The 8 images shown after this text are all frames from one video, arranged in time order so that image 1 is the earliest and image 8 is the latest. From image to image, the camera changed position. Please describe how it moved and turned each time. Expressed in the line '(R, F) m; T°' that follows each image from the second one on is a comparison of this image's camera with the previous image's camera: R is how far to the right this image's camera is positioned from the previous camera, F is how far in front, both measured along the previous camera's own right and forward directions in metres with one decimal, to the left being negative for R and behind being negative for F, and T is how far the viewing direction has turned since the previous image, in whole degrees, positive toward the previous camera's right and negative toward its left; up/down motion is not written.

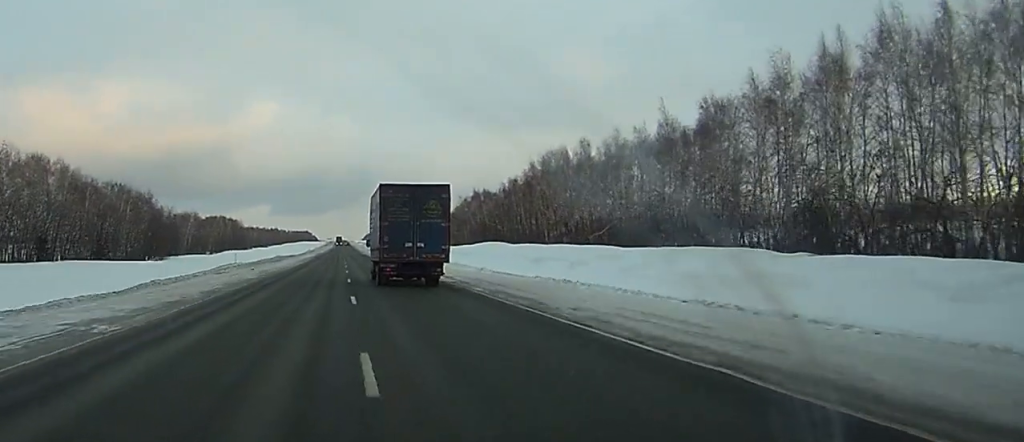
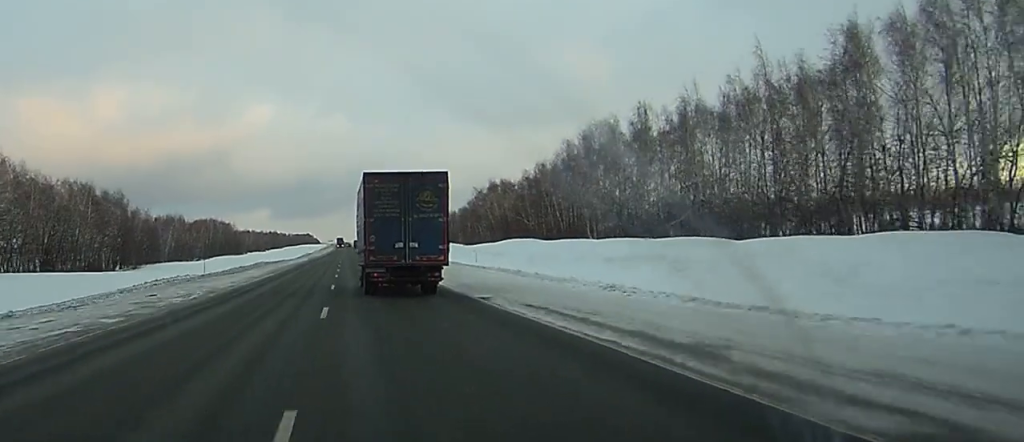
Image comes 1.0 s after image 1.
(+0.1, +28.6) m; 0°
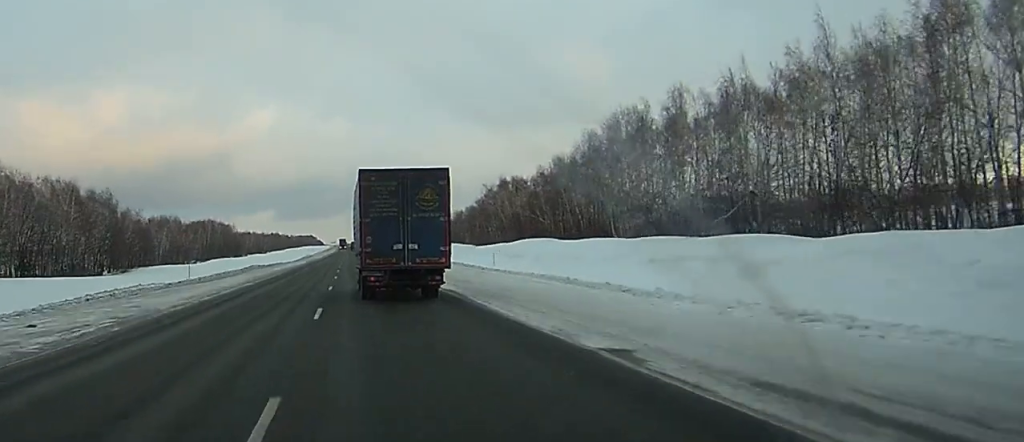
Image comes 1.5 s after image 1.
(0.0, +11.6) m; 0°
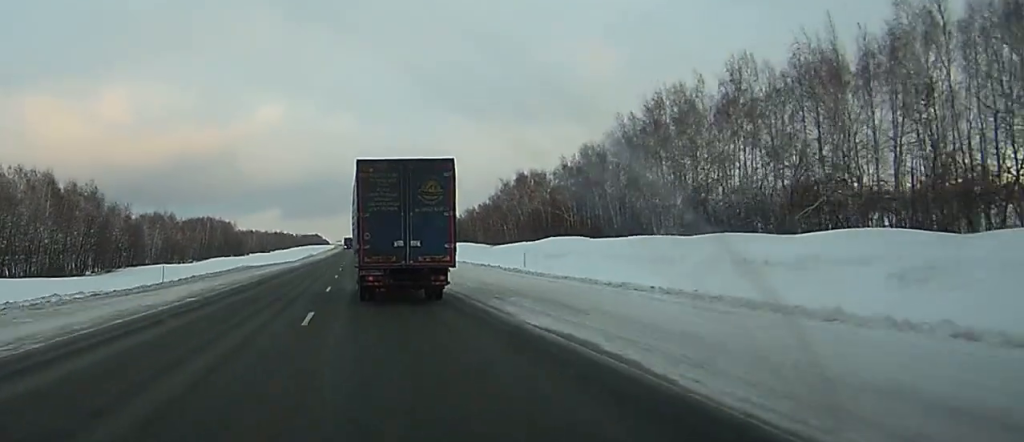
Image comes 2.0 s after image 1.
(0.0, +15.0) m; 0°
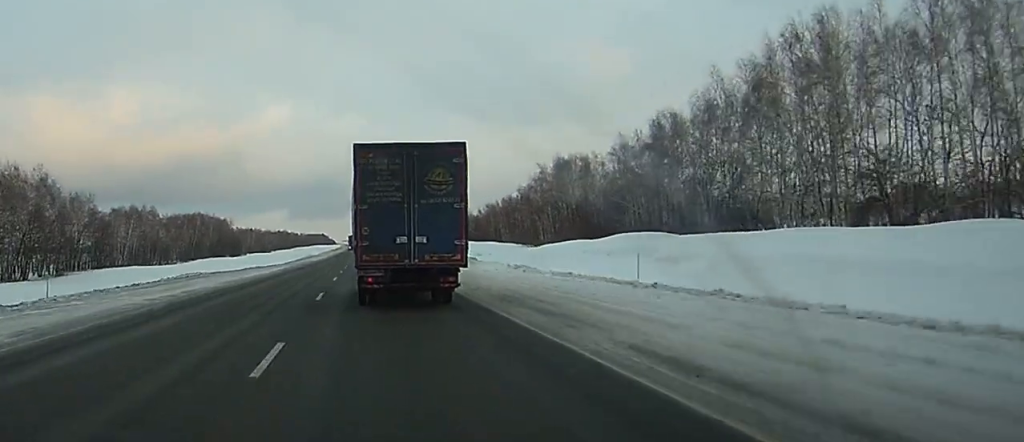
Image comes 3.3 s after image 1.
(-0.2, +31.3) m; -1°
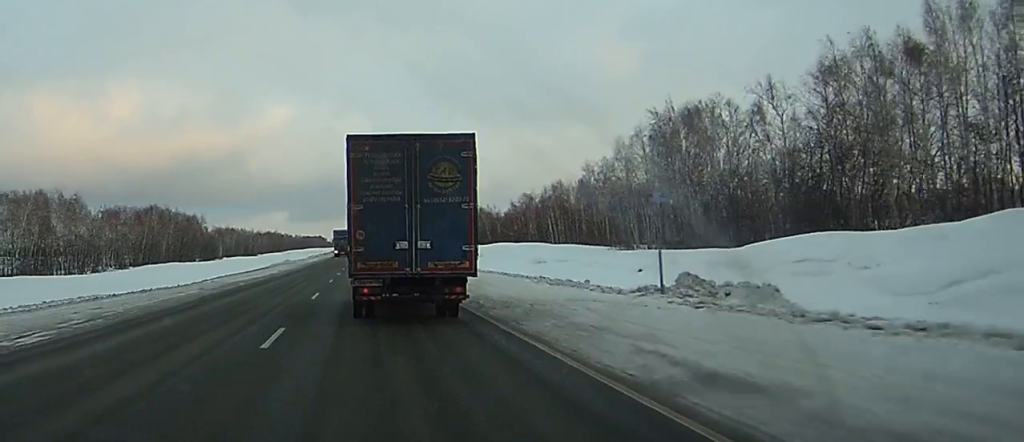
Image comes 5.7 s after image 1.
(-0.4, +58.4) m; -1°
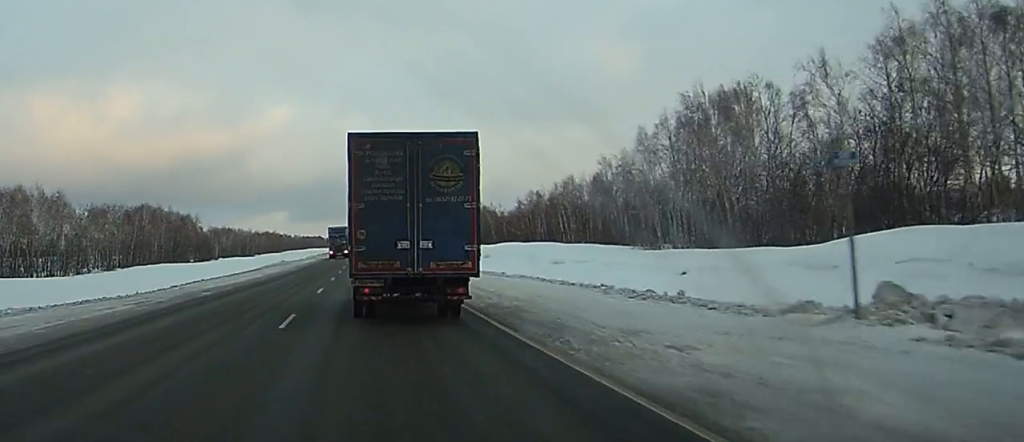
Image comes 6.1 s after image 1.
(0.0, +9.1) m; 0°
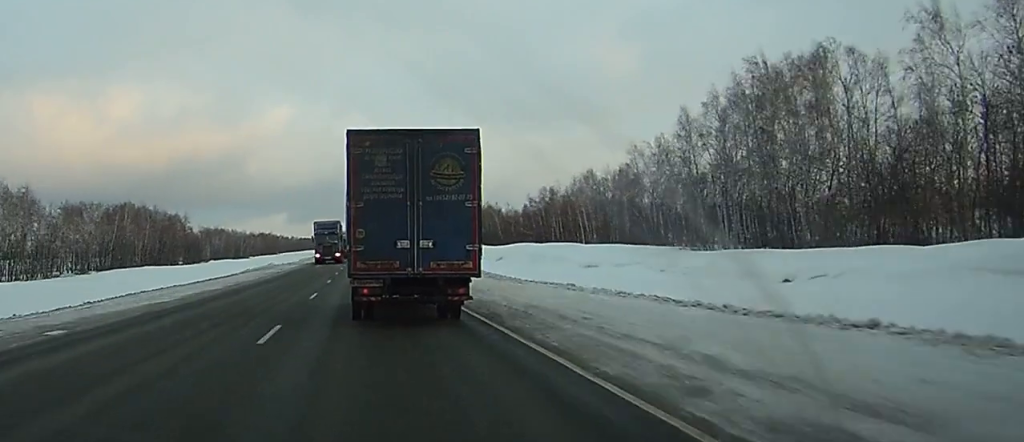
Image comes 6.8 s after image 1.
(0.0, +14.4) m; 0°
